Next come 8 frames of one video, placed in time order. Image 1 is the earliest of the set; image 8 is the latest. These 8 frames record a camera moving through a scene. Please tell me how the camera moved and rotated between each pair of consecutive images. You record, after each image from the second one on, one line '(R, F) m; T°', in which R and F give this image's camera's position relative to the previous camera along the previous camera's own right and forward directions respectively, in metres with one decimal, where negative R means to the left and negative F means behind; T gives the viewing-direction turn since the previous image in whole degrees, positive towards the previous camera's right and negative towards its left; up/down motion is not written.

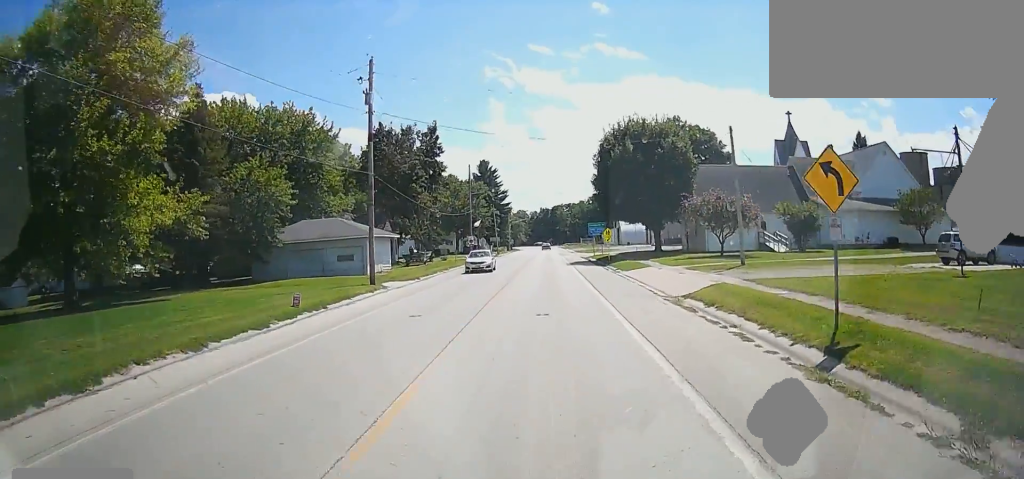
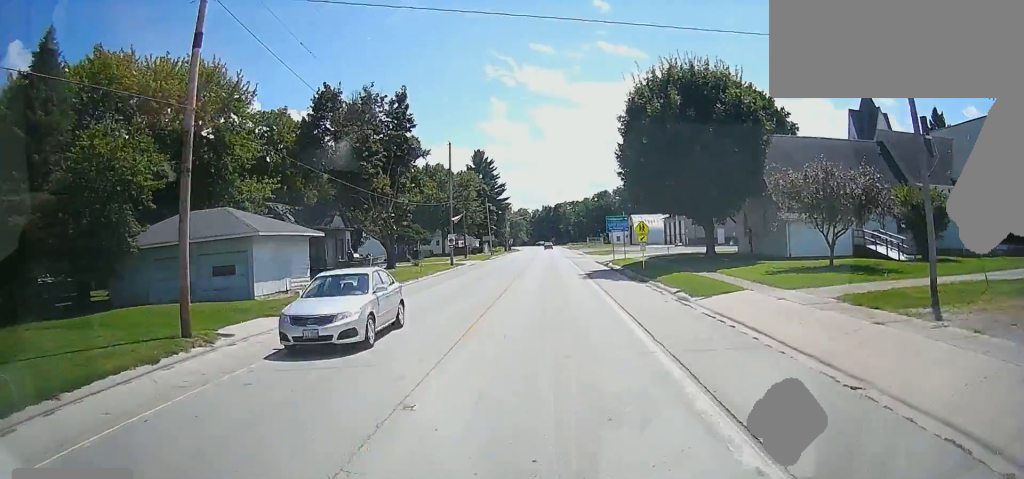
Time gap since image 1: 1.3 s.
(+0.1, +20.4) m; +1°
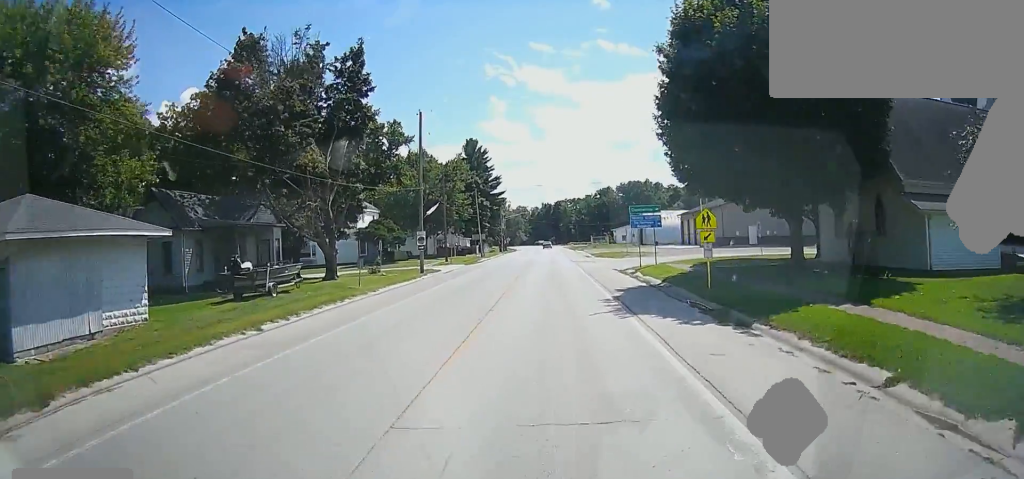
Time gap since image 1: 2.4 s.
(+0.1, +14.0) m; 0°
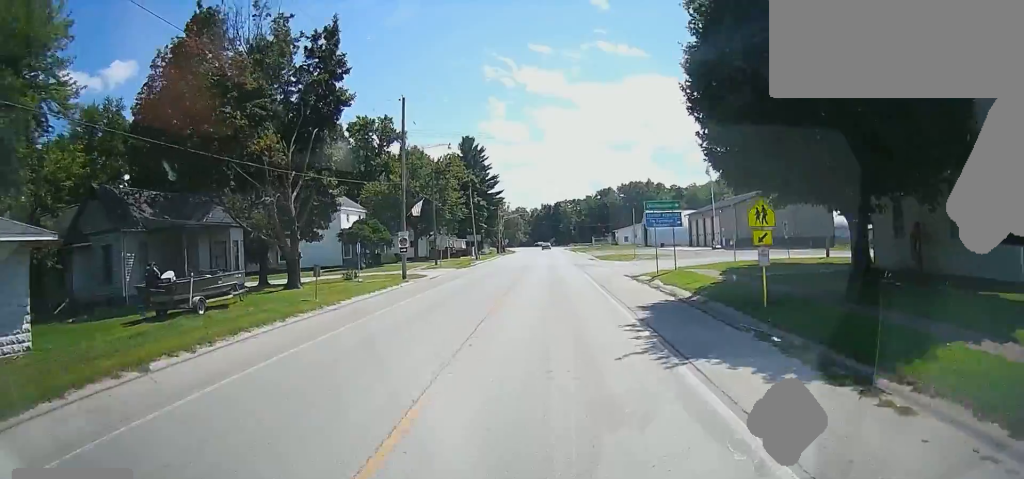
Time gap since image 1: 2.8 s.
(0.0, +5.0) m; 0°
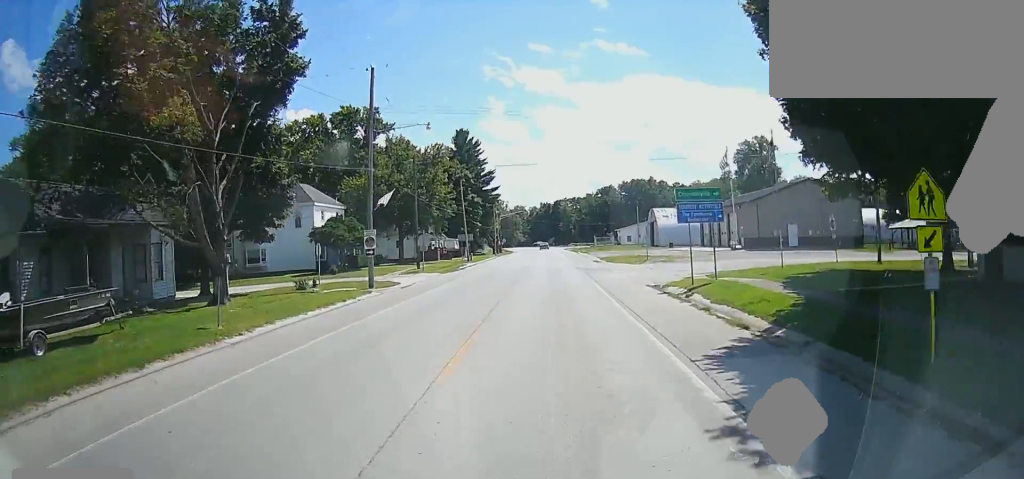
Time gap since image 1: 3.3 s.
(0.0, +6.2) m; 0°
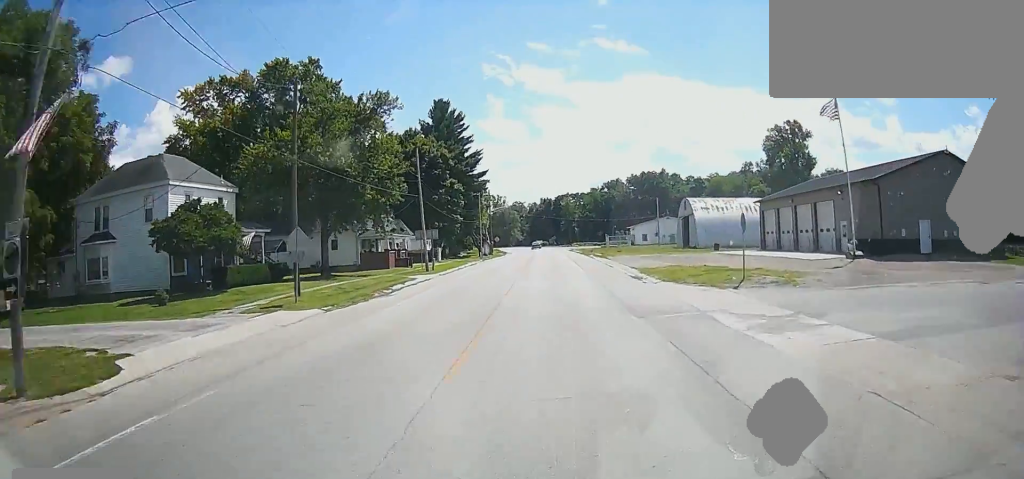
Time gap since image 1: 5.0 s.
(0.0, +20.8) m; -1°
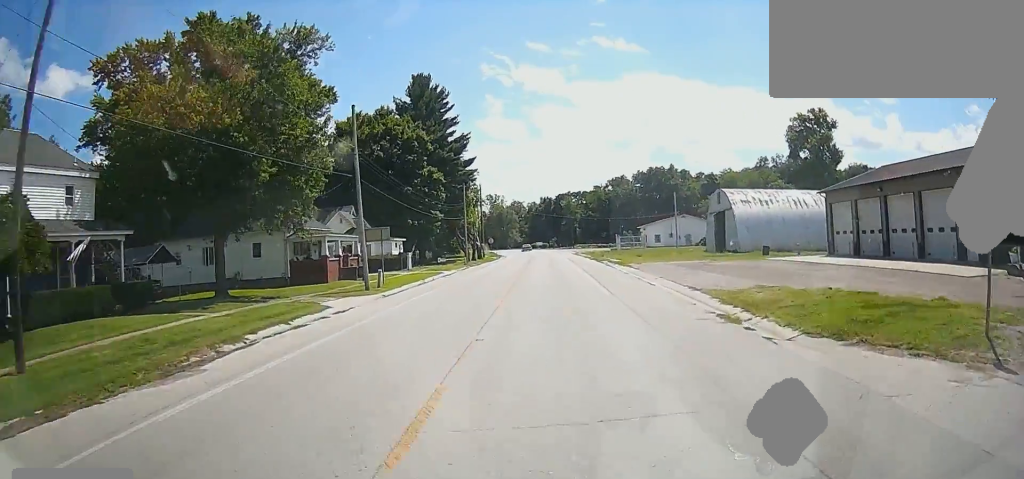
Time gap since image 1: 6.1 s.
(-0.2, +14.1) m; -1°
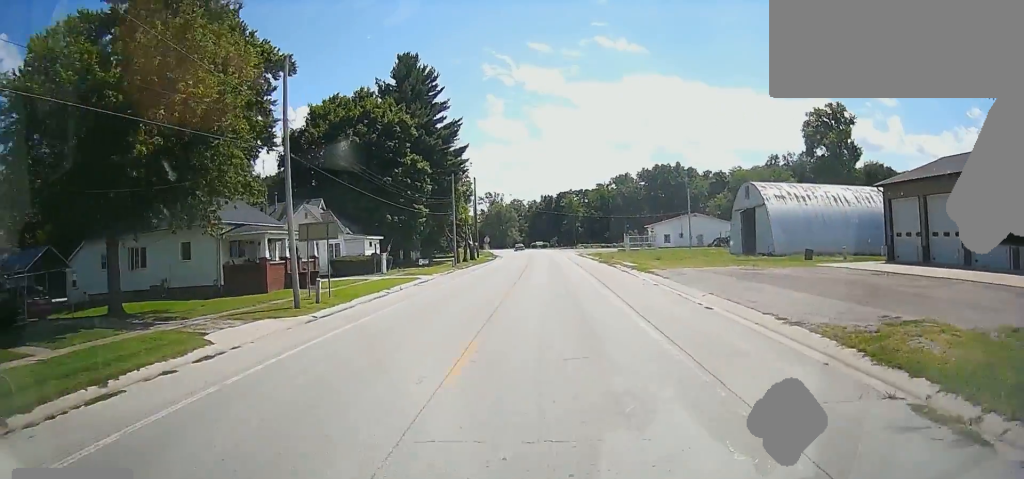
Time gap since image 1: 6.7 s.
(-0.2, +8.7) m; 0°
